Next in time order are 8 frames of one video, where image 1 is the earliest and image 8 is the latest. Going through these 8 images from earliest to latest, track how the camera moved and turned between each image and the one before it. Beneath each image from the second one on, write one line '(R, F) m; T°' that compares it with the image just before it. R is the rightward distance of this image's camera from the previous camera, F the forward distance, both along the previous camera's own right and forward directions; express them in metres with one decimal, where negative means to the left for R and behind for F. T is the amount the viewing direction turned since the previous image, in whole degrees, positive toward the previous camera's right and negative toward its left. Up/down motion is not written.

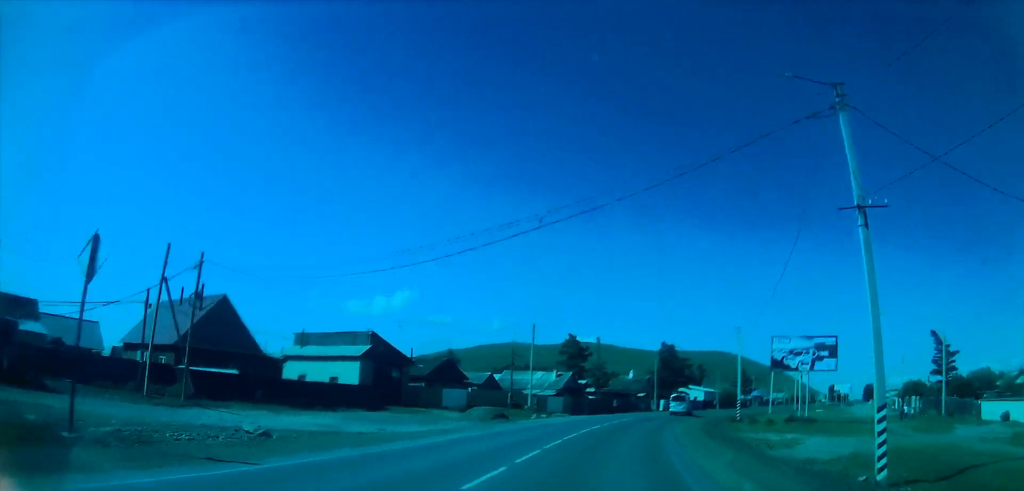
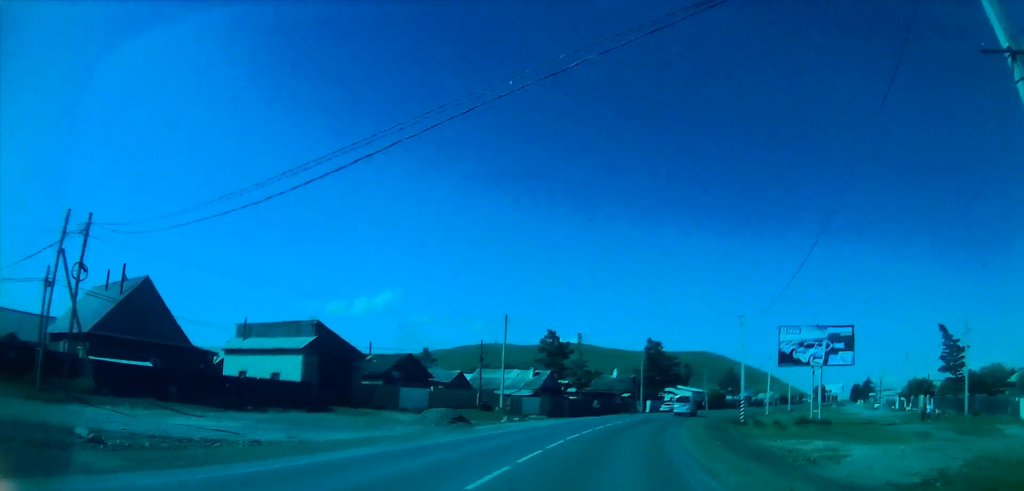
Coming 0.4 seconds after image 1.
(+0.1, +7.8) m; +2°
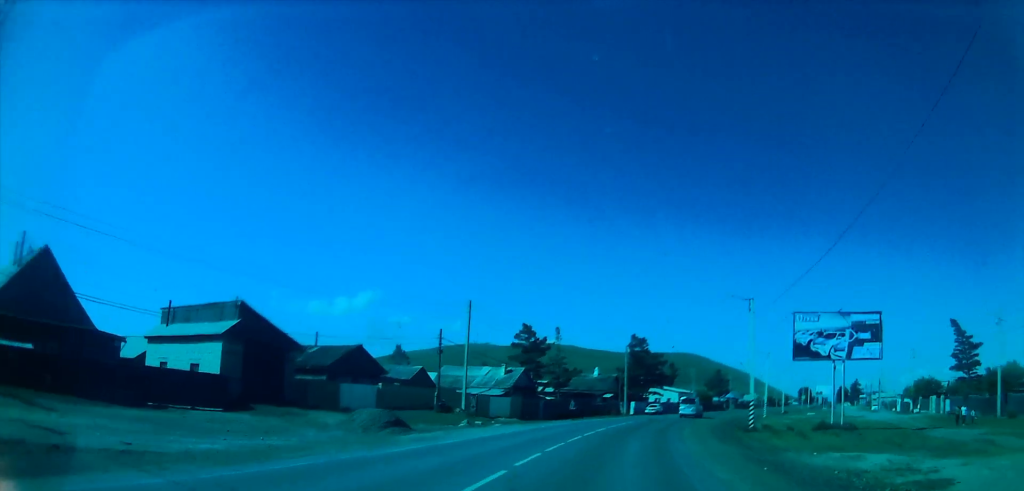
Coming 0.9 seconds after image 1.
(+0.2, +8.5) m; +3°
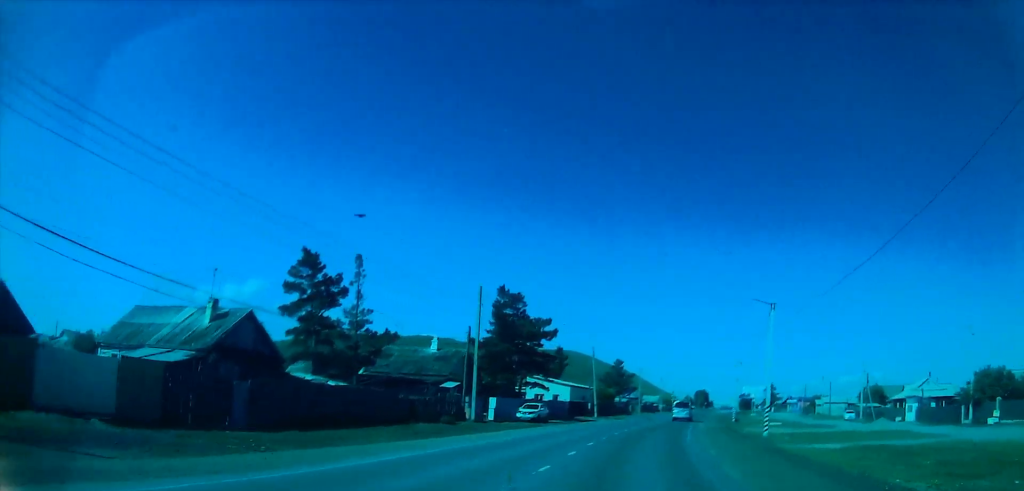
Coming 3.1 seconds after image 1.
(+3.5, +41.3) m; +8°
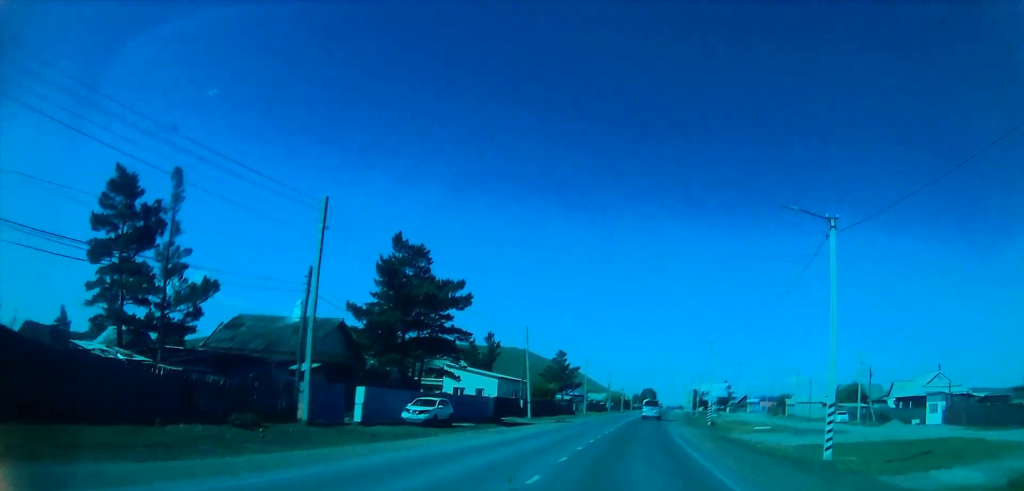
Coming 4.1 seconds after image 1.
(+0.5, +17.8) m; +4°
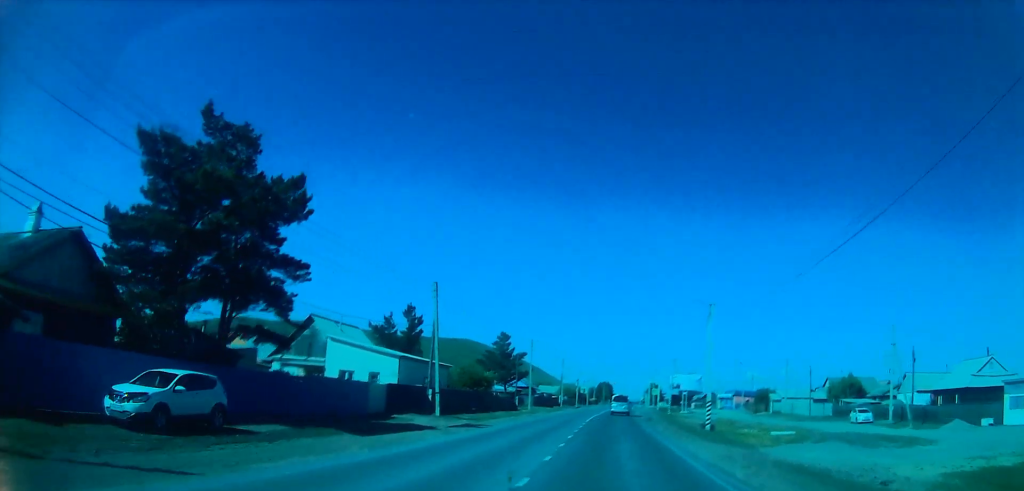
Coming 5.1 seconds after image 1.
(+1.0, +20.0) m; +8°
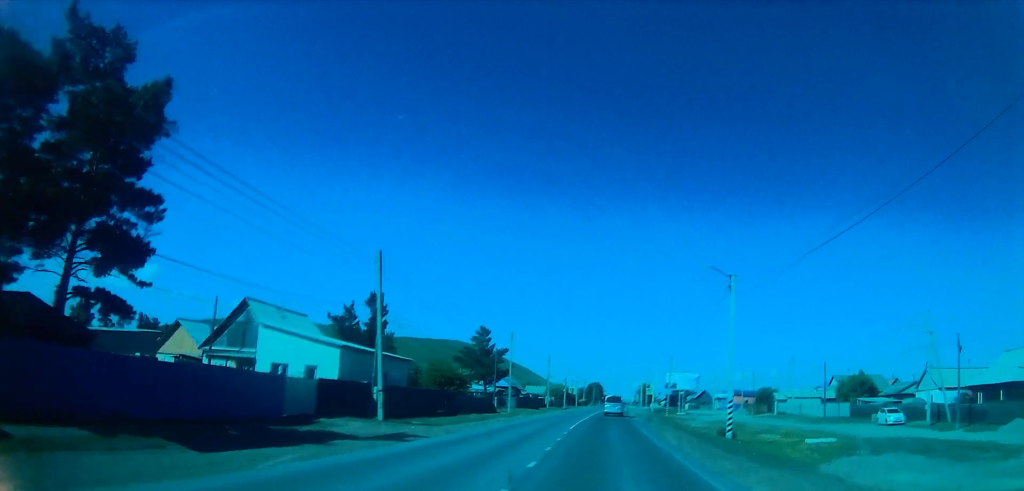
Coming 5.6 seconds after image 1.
(-0.5, +9.1) m; +5°
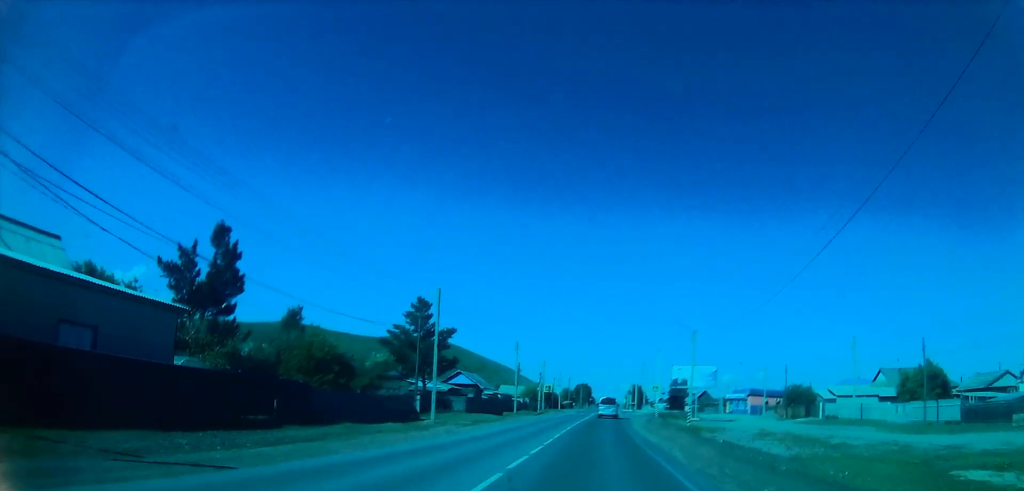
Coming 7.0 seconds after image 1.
(+1.1, +26.5) m; -7°
